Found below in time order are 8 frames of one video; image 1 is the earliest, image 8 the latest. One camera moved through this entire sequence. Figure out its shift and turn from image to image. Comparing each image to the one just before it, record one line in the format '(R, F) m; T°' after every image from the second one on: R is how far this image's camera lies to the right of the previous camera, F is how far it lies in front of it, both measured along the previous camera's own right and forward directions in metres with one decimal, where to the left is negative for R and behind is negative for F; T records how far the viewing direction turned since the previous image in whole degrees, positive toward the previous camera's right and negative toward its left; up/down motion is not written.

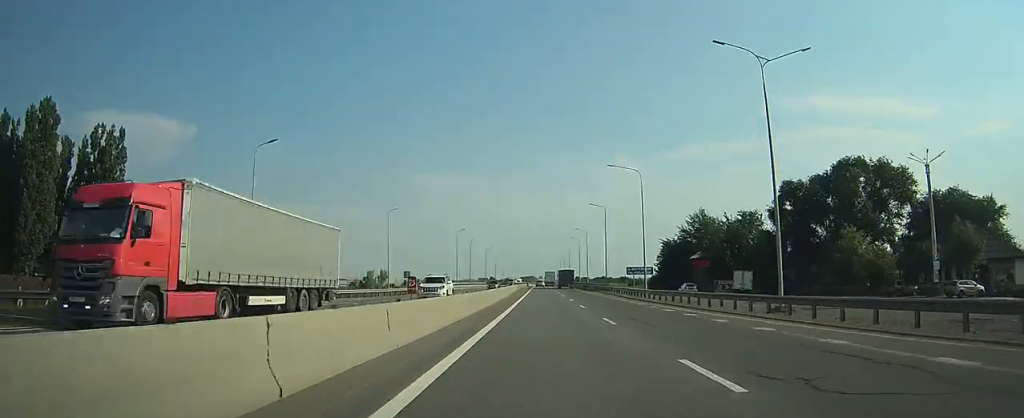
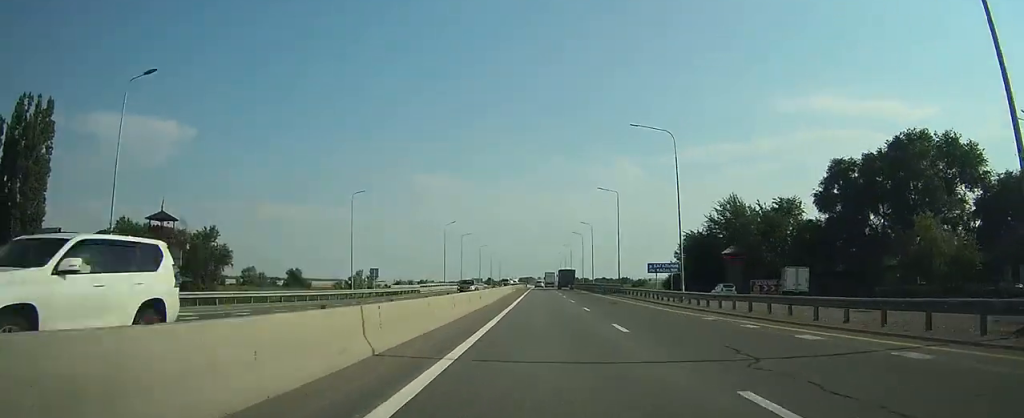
(0.0, +15.2) m; 0°
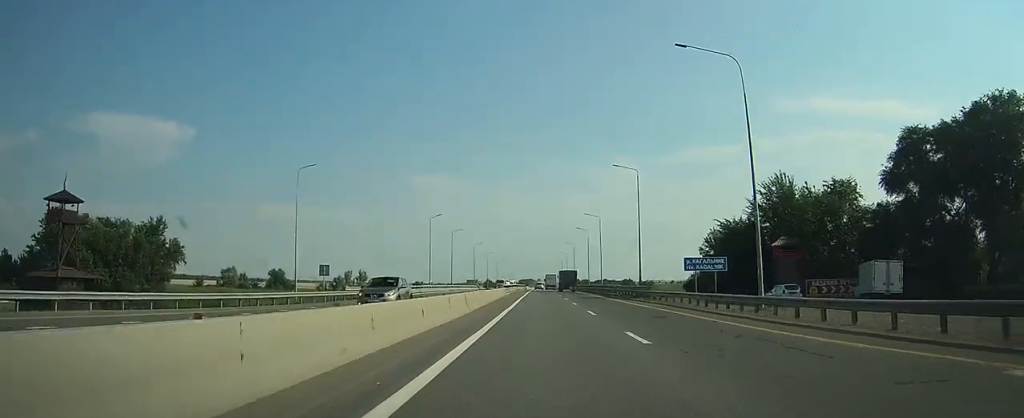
(0.0, +15.2) m; 0°
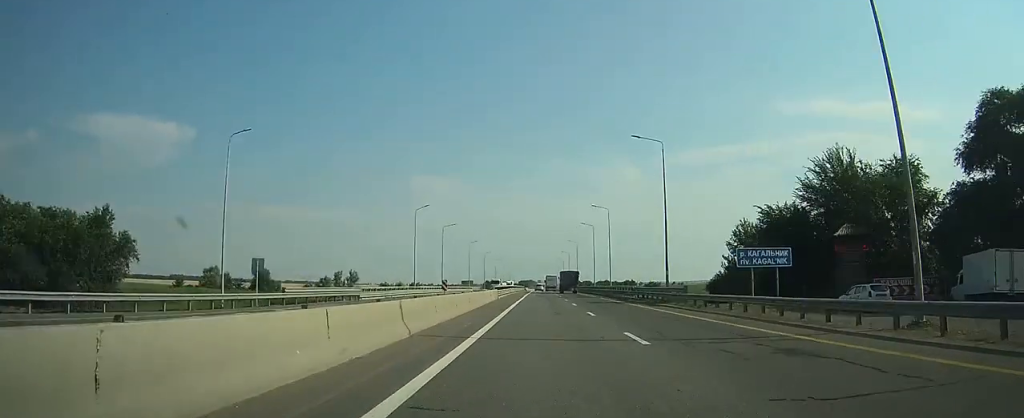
(0.0, +12.1) m; 0°
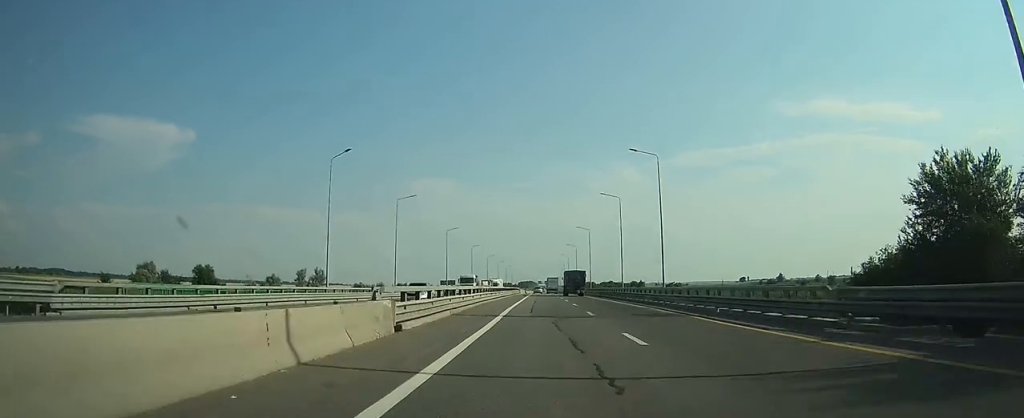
(0.0, +36.2) m; 0°
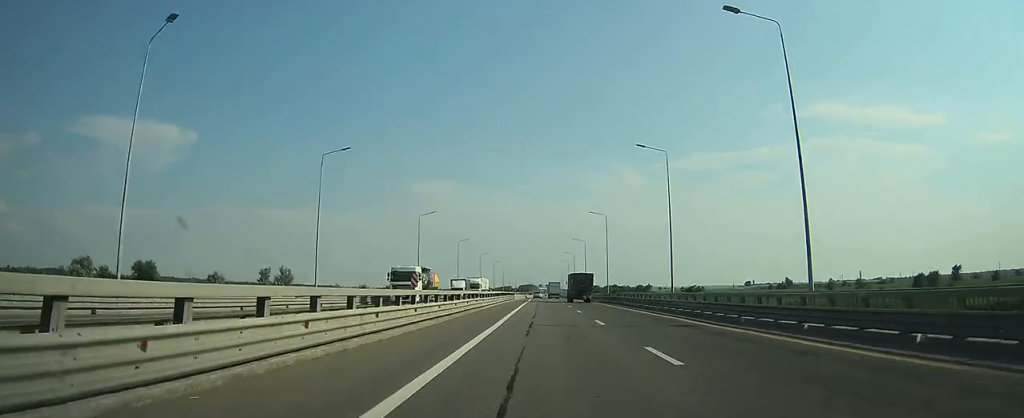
(0.0, +27.1) m; 0°
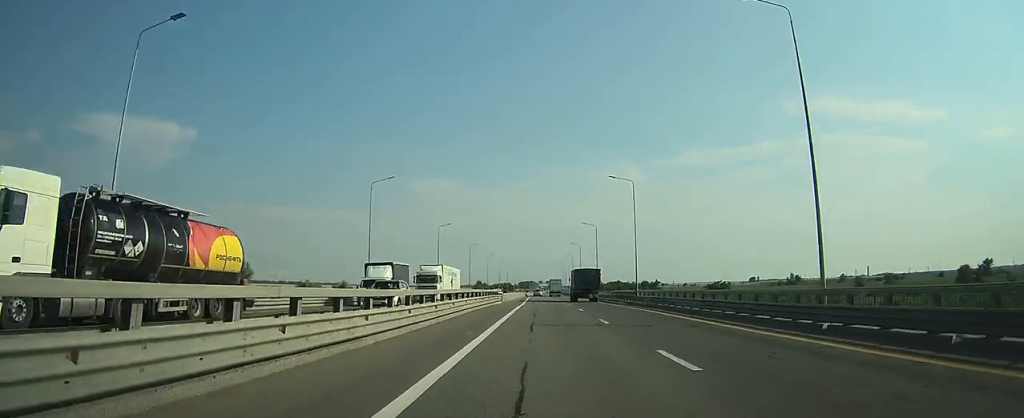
(0.0, +25.1) m; 0°
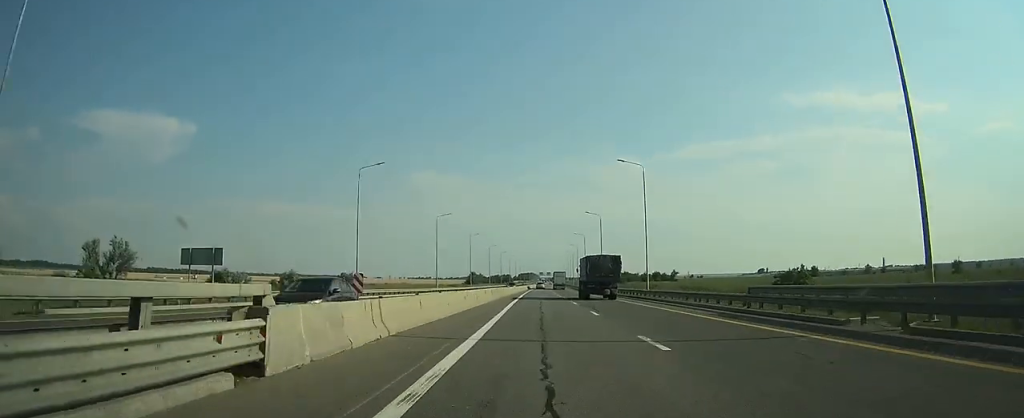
(0.0, +46.1) m; 0°
